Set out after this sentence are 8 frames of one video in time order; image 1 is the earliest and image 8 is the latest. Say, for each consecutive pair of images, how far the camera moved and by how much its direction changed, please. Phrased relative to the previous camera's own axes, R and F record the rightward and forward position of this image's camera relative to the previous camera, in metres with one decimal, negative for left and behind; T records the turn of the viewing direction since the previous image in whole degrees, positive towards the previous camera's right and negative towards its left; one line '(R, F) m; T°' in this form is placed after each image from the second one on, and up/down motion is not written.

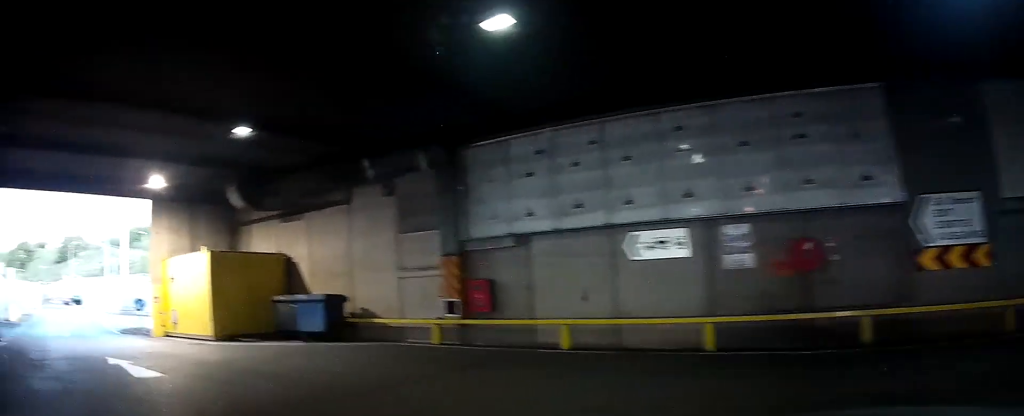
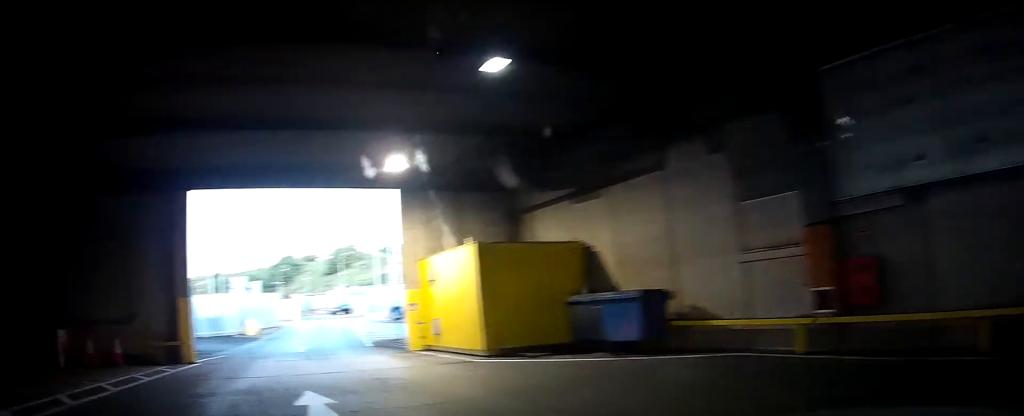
(-0.4, +4.1) m; -15°
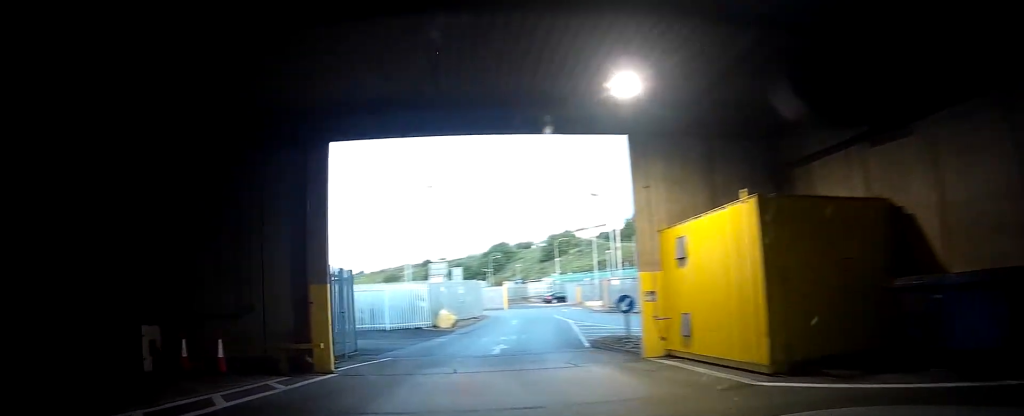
(-0.6, +4.0) m; -21°
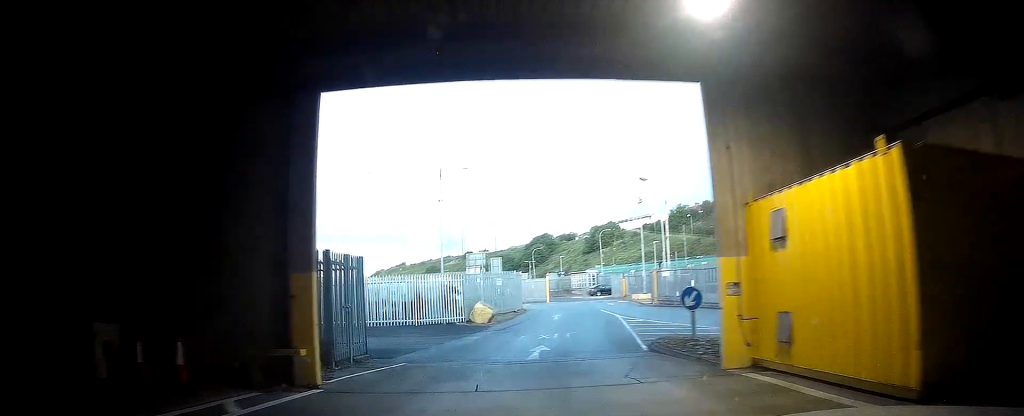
(-0.1, +2.3) m; -13°
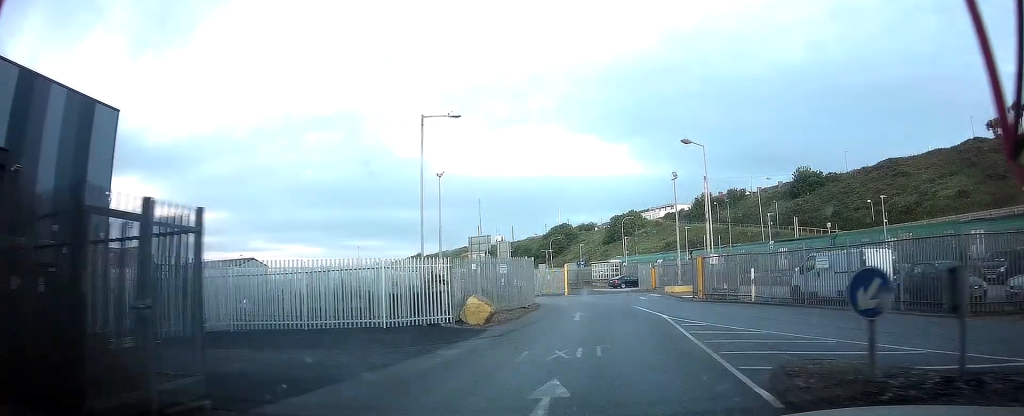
(-2.3, +7.5) m; -36°
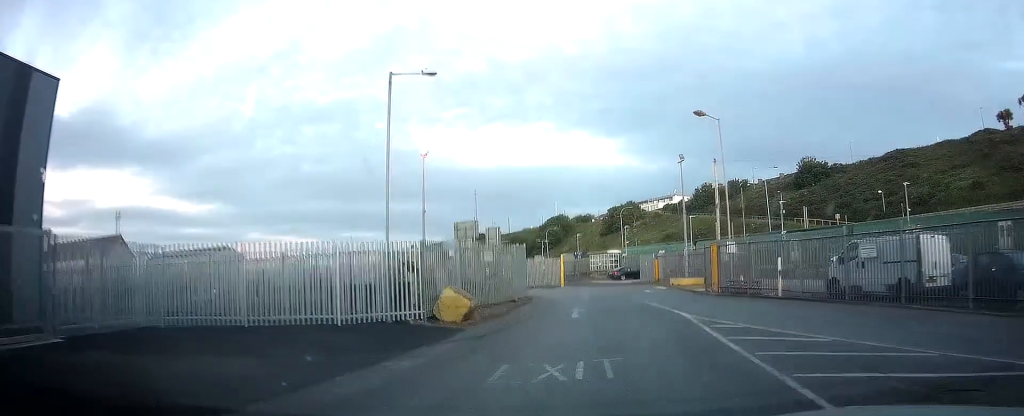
(-1.3, +4.6) m; -8°
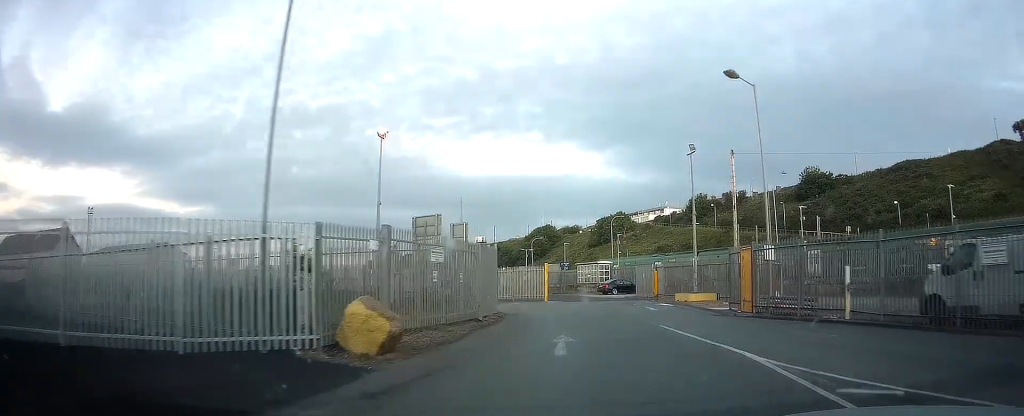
(+0.1, +7.8) m; +8°
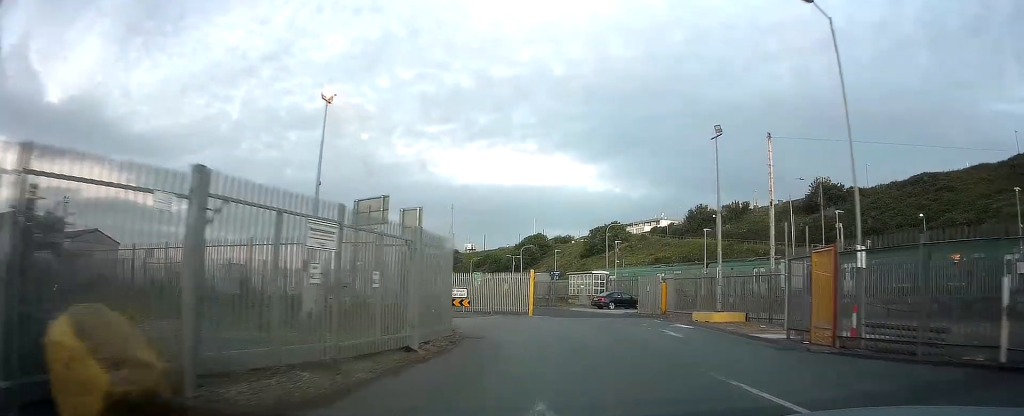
(+1.0, +7.5) m; +11°
